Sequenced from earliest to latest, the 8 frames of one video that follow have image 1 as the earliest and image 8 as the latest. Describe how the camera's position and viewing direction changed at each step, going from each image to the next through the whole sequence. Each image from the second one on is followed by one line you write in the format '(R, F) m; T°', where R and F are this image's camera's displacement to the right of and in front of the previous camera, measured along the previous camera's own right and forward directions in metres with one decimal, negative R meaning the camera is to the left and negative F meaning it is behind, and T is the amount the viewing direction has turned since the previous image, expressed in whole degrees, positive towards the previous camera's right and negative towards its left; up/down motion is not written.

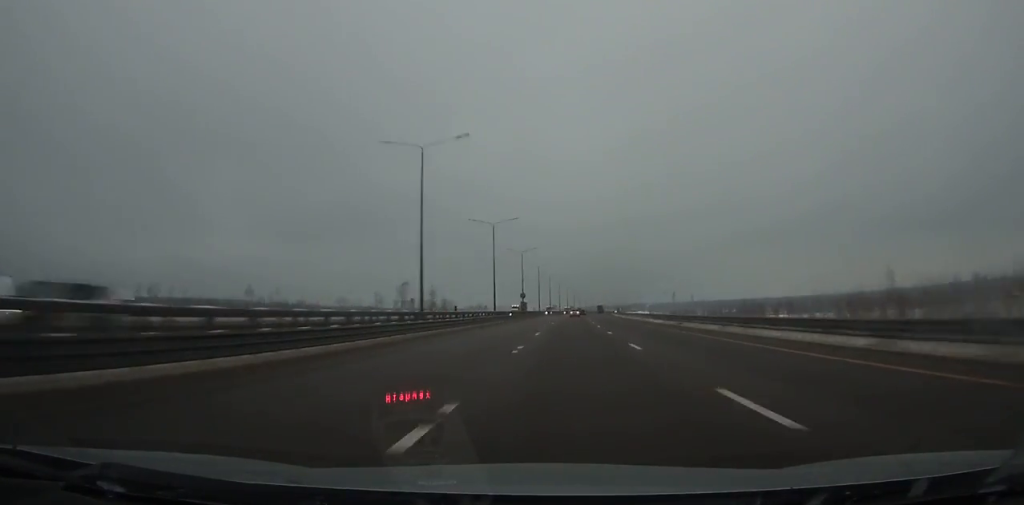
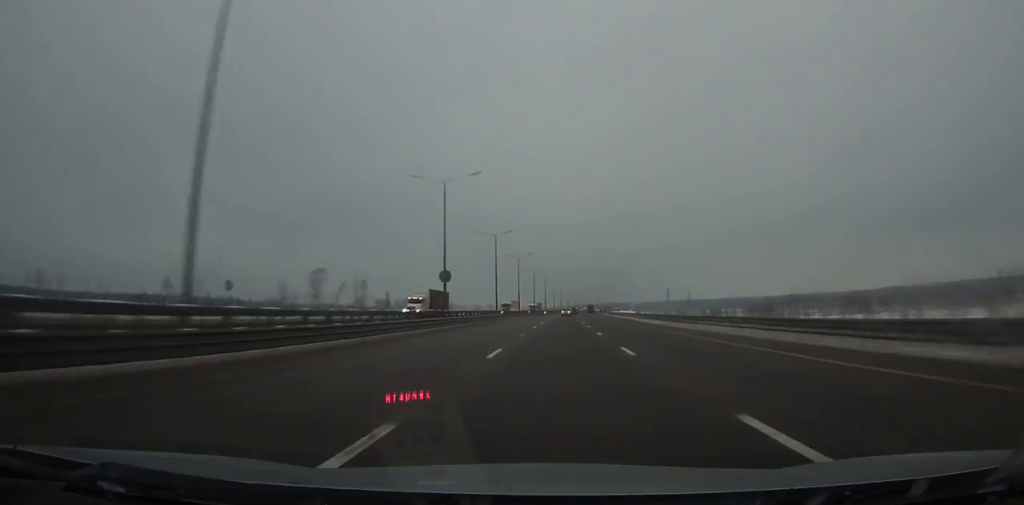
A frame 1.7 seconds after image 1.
(+1.2, +51.8) m; +1°
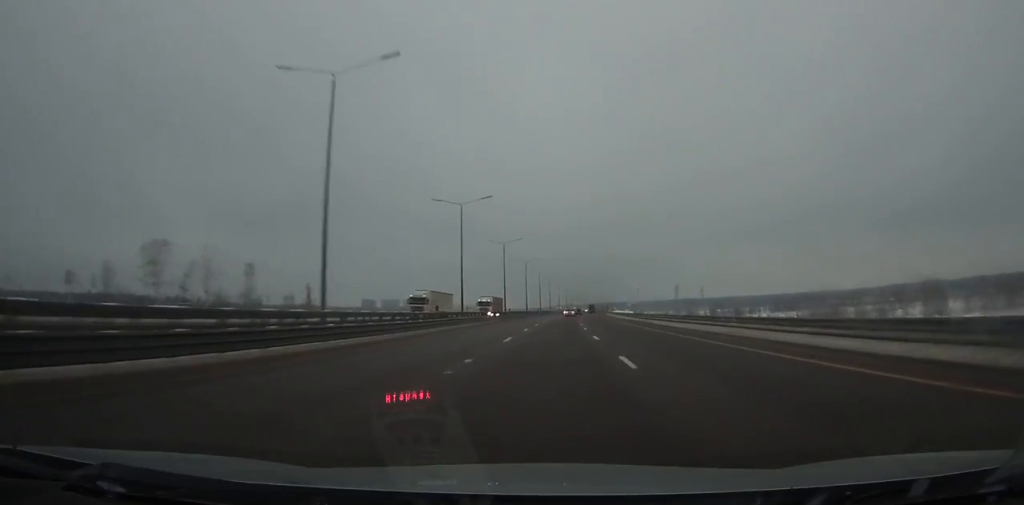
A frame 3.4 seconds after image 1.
(+0.6, +52.2) m; +1°
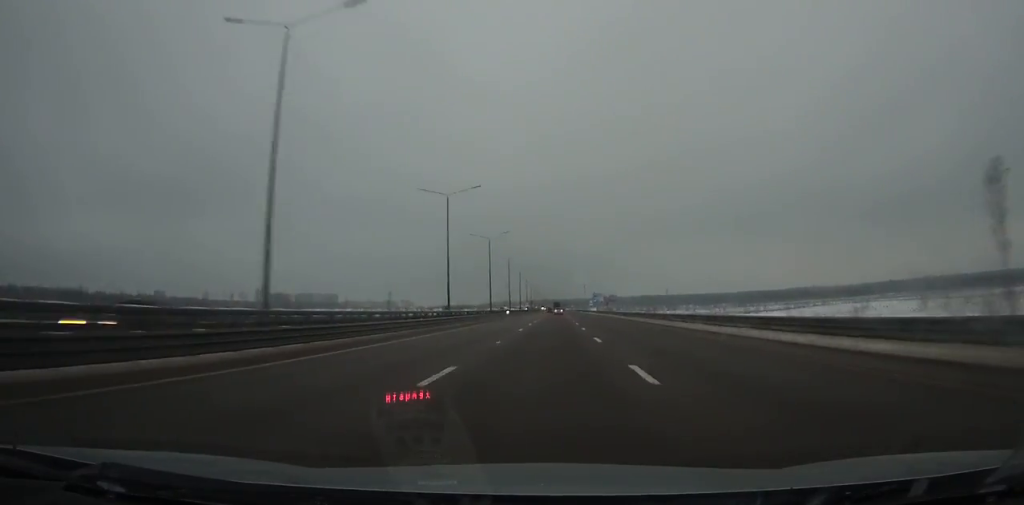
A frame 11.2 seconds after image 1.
(+11.0, +245.8) m; +4°
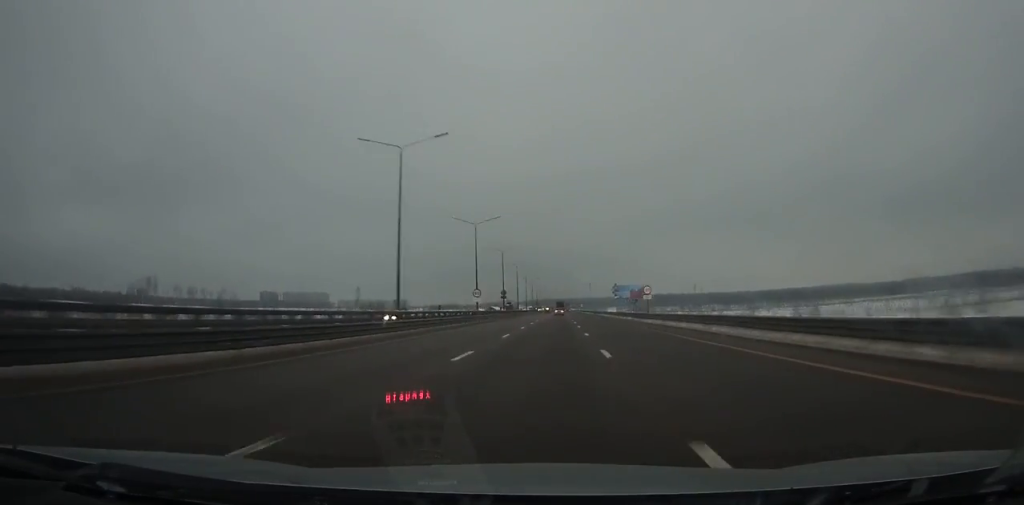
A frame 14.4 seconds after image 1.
(+0.1, +103.0) m; 0°
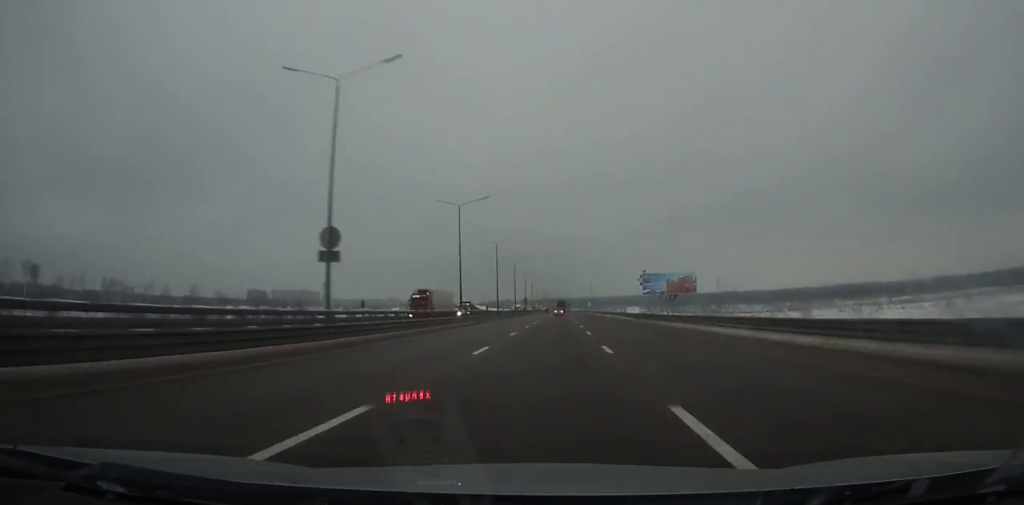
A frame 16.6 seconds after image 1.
(-0.1, +70.4) m; 0°
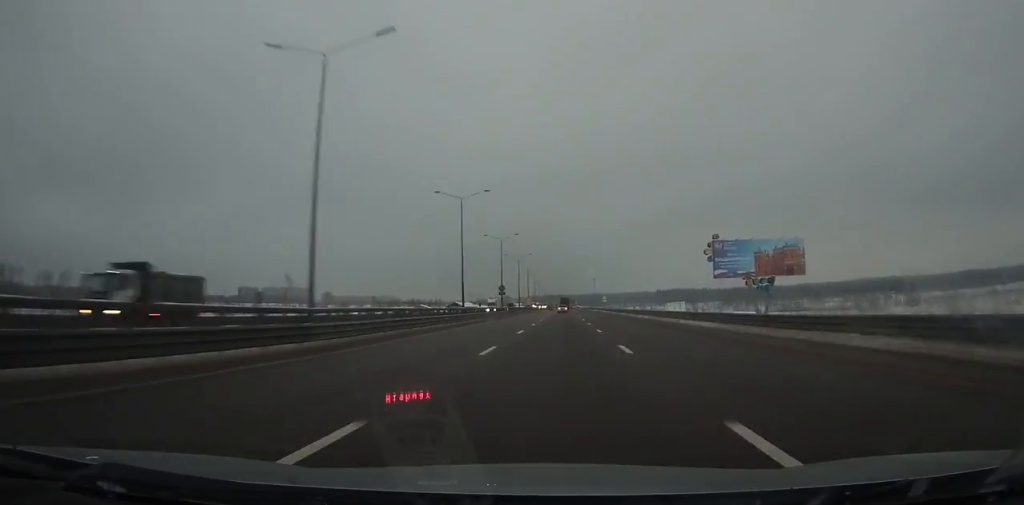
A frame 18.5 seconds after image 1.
(0.0, +60.1) m; 0°
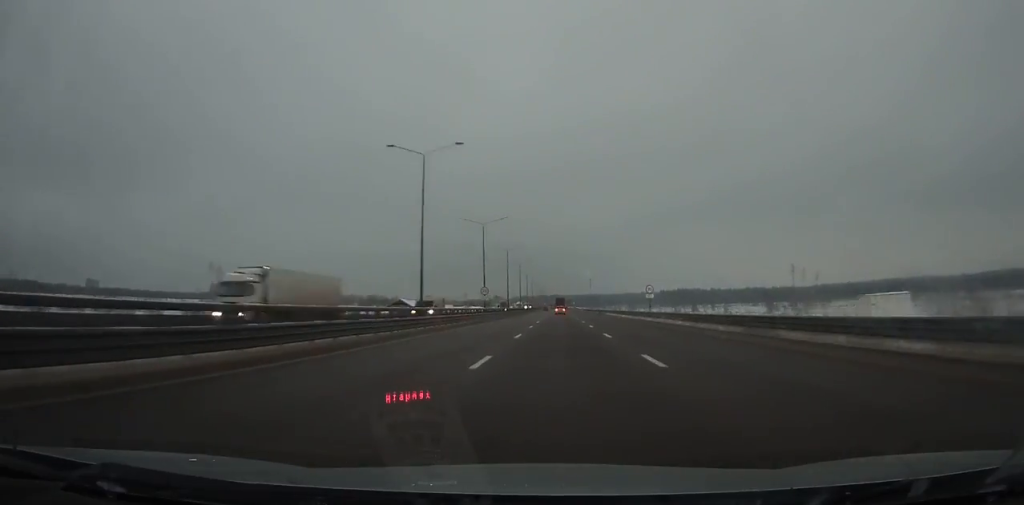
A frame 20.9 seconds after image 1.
(+0.1, +74.4) m; 0°
